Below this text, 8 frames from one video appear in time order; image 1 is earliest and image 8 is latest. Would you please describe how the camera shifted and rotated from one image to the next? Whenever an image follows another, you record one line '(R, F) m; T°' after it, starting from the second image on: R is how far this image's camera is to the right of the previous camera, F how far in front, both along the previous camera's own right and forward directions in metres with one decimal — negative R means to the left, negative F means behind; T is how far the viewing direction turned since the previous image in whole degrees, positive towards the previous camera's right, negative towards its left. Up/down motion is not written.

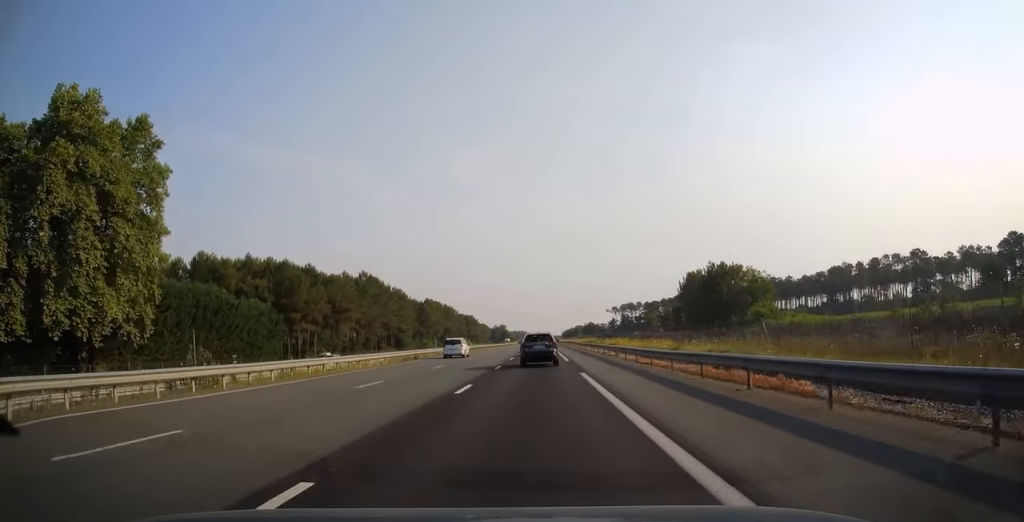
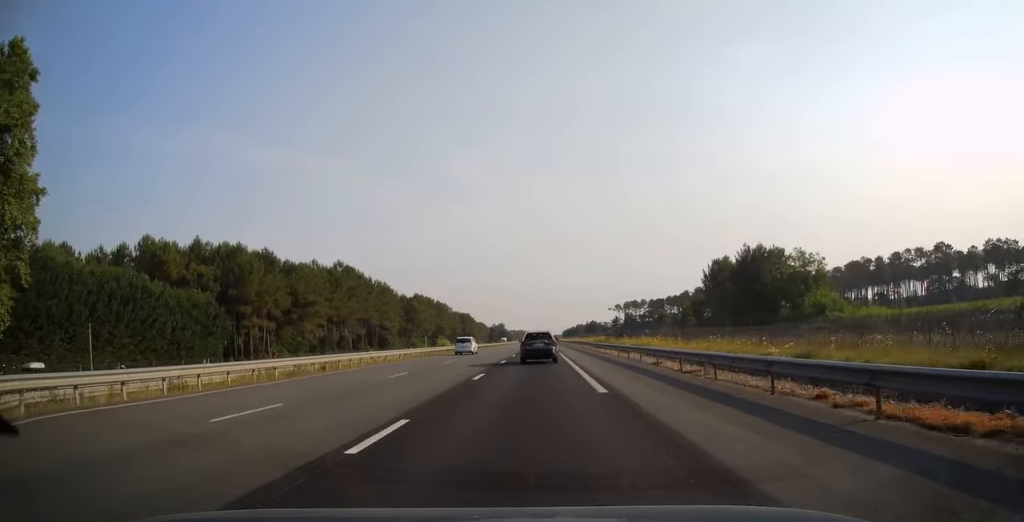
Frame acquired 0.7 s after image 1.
(0.0, +21.5) m; 0°
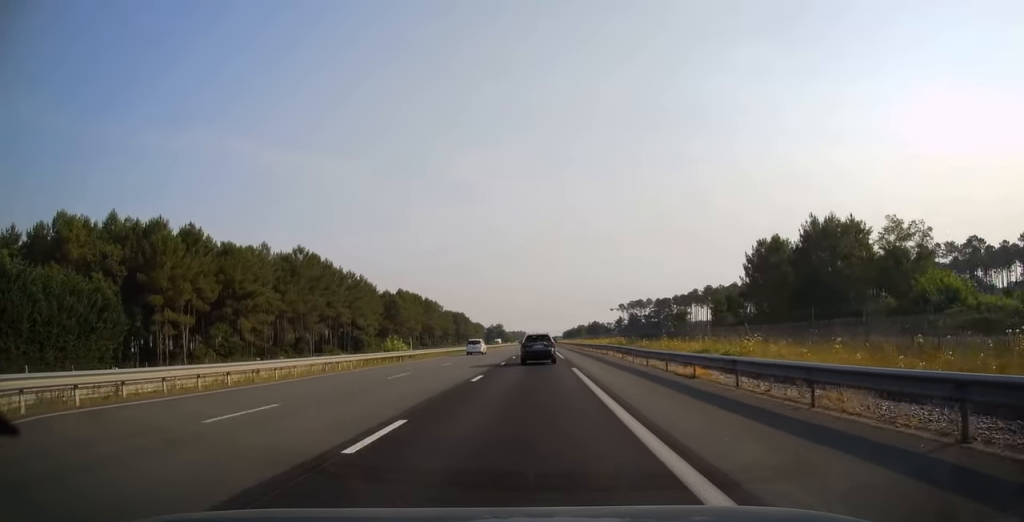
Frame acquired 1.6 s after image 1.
(0.0, +25.9) m; 0°
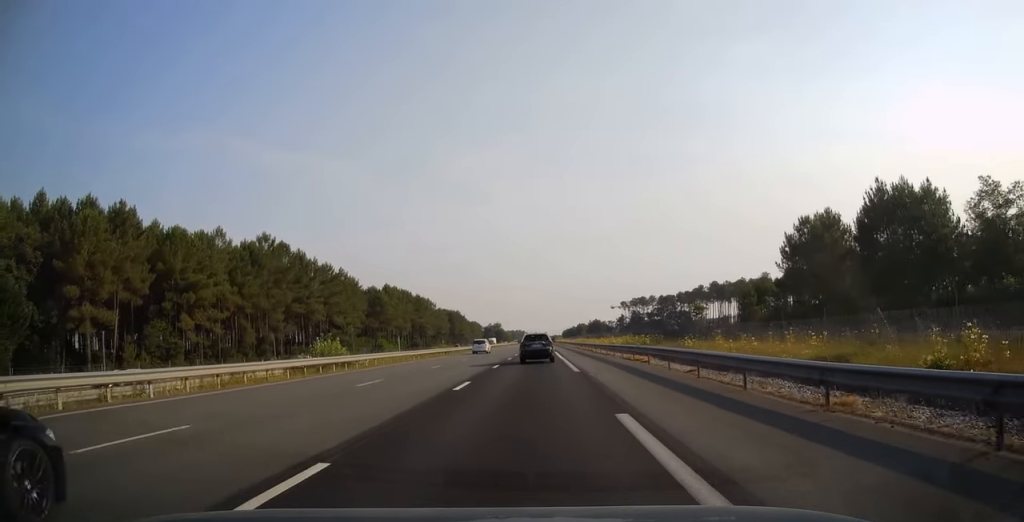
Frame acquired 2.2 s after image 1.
(+0.1, +16.6) m; 0°
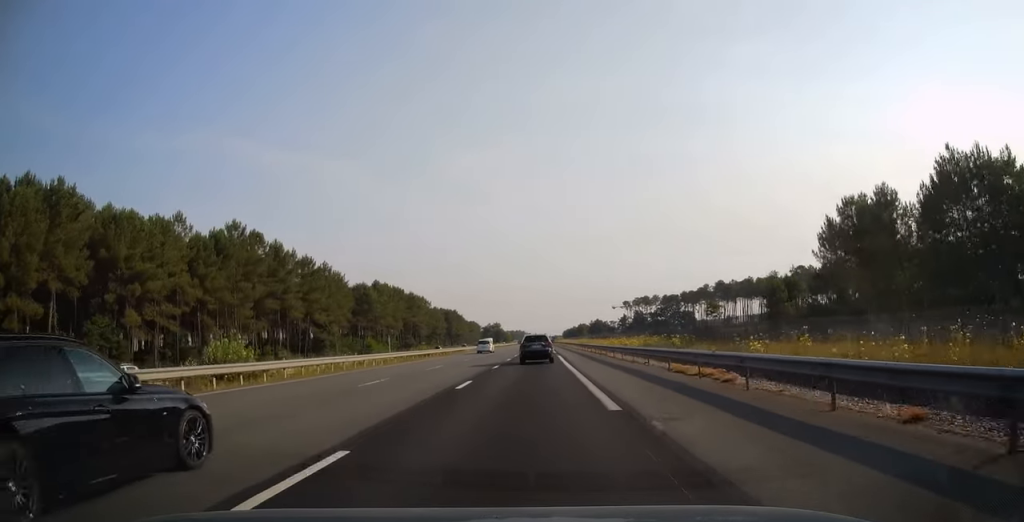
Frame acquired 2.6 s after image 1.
(0.0, +12.2) m; 0°
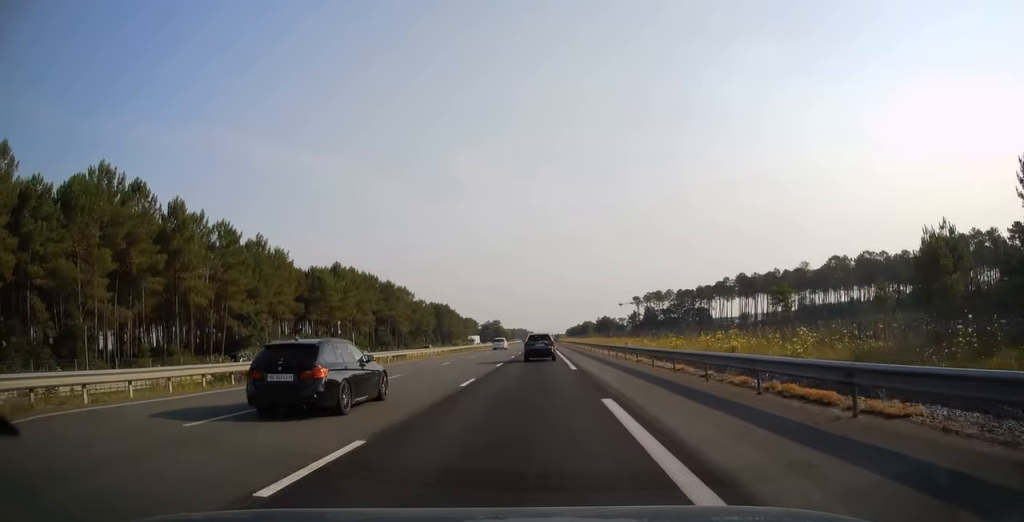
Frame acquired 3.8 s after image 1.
(-0.2, +36.7) m; 0°
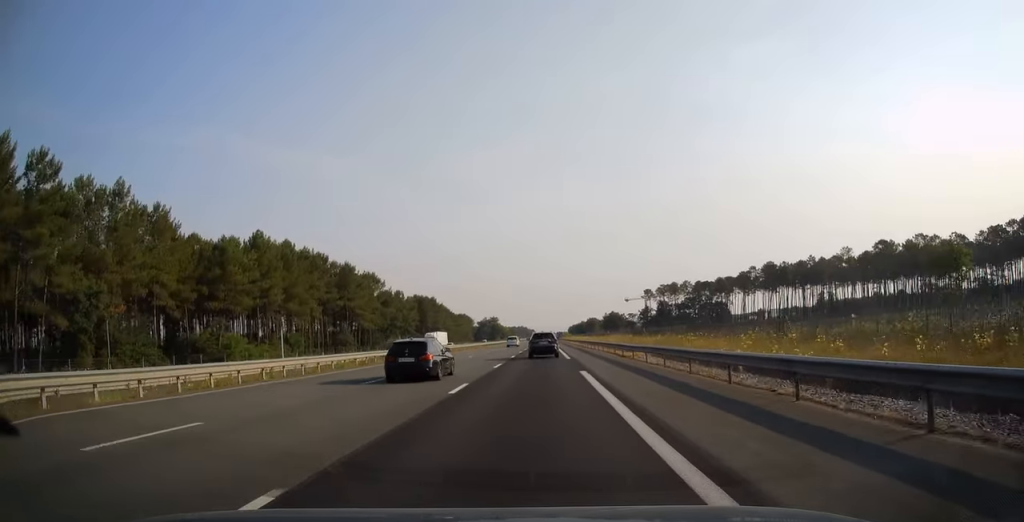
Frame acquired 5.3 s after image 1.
(0.0, +41.9) m; 0°
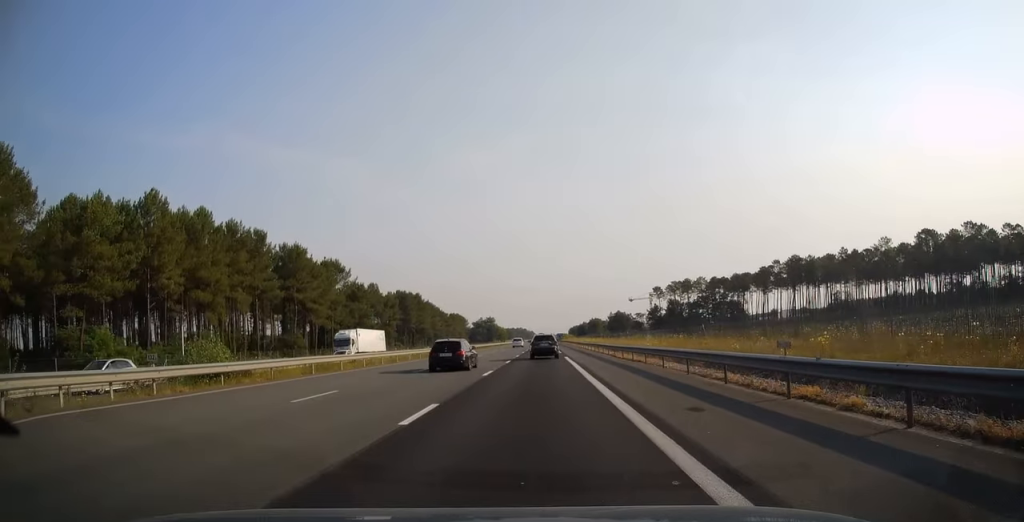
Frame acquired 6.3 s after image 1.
(0.0, +31.6) m; 0°
